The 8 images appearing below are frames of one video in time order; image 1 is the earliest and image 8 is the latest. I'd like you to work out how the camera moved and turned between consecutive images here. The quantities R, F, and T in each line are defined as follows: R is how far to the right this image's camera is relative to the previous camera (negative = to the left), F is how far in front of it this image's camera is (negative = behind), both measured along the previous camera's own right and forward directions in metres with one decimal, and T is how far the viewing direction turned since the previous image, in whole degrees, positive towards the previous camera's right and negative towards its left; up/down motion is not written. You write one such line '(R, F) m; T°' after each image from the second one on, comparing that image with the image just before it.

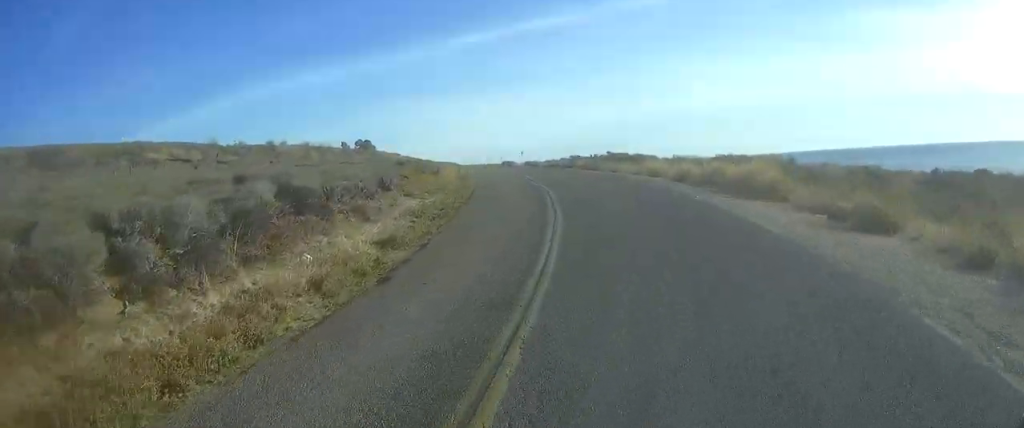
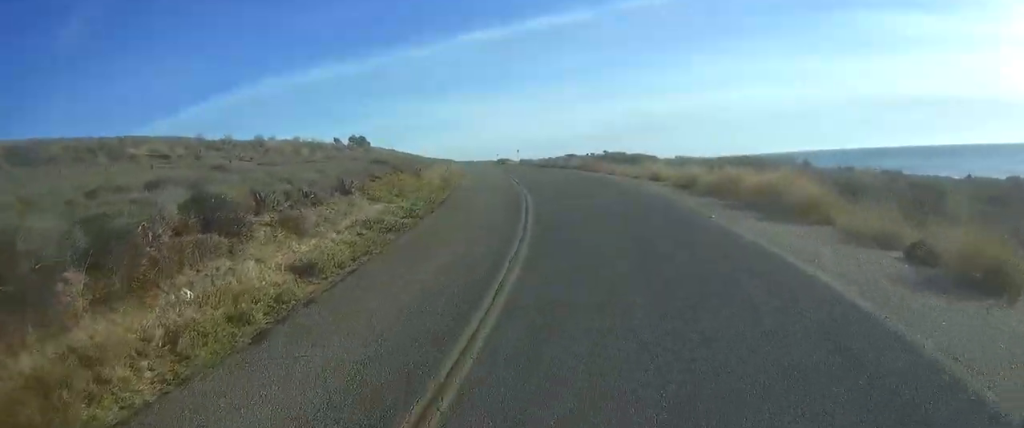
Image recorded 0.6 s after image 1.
(-0.1, +4.4) m; -3°
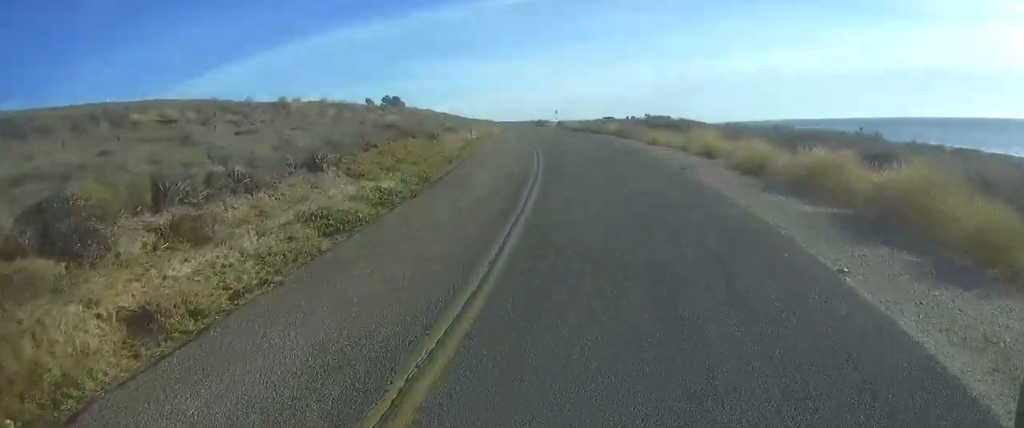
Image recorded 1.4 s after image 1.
(-0.3, +6.1) m; -3°
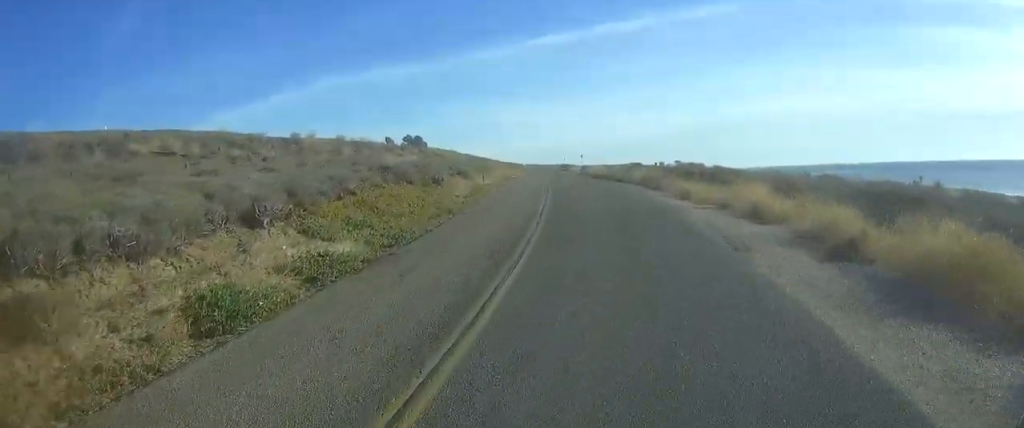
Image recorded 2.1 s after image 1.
(0.0, +5.0) m; -2°
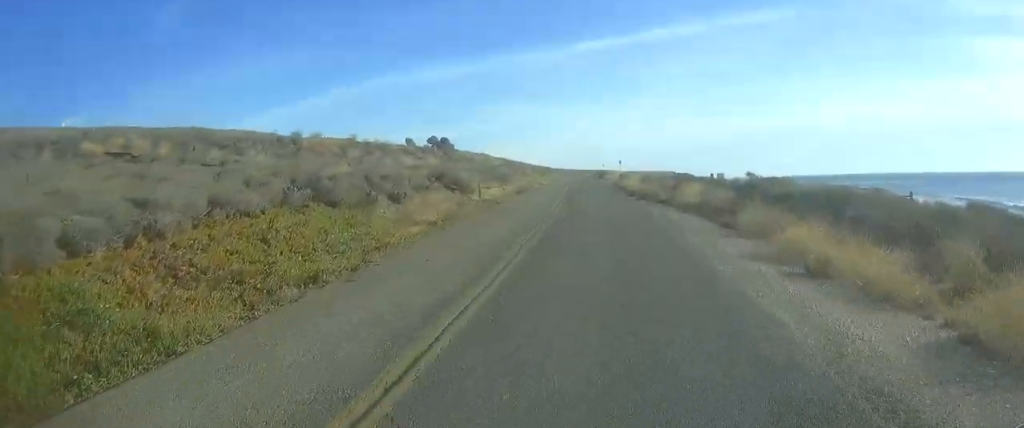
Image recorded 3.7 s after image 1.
(-1.1, +12.0) m; -9°
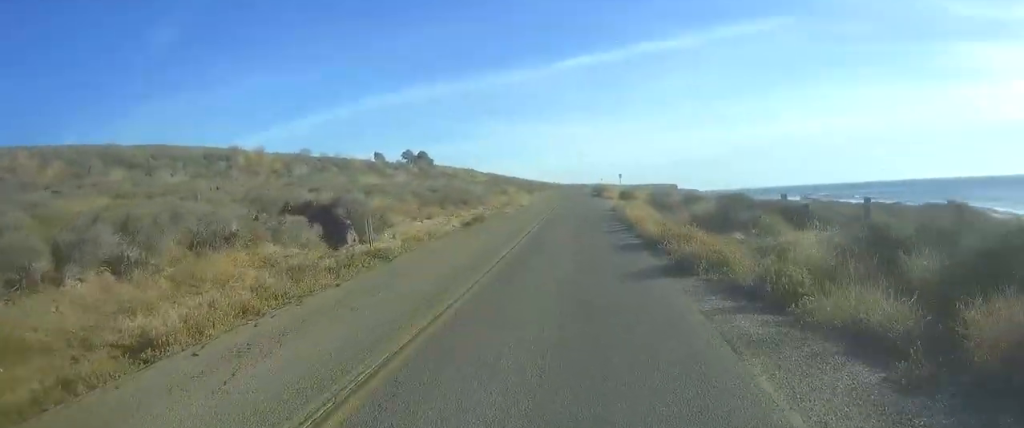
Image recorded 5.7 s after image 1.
(-0.6, +15.1) m; -2°
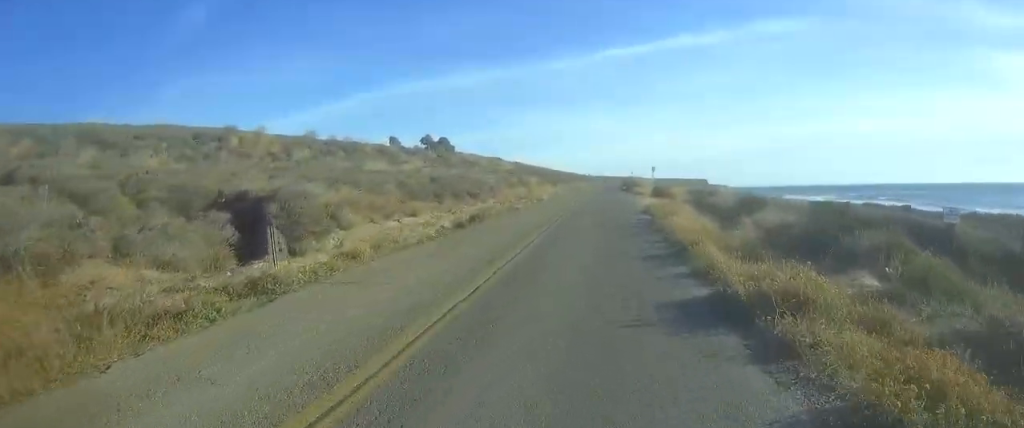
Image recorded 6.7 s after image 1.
(0.0, +7.2) m; +1°
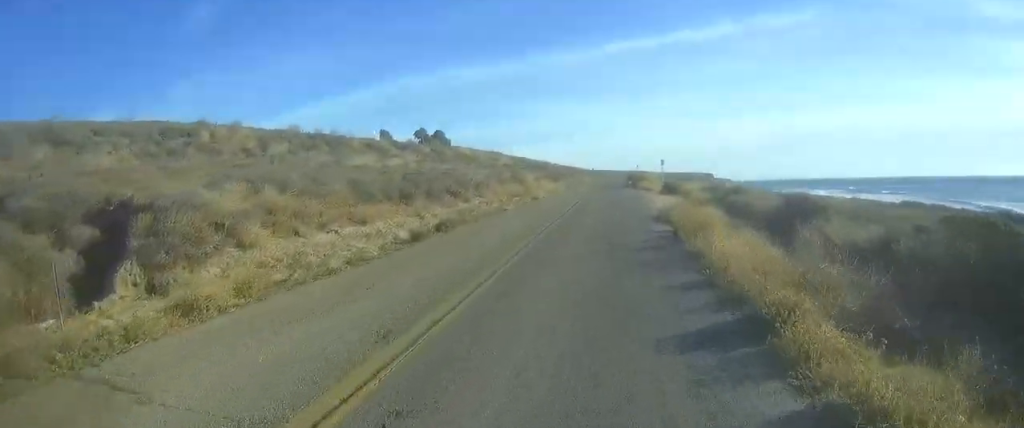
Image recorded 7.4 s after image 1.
(0.0, +6.0) m; +1°
